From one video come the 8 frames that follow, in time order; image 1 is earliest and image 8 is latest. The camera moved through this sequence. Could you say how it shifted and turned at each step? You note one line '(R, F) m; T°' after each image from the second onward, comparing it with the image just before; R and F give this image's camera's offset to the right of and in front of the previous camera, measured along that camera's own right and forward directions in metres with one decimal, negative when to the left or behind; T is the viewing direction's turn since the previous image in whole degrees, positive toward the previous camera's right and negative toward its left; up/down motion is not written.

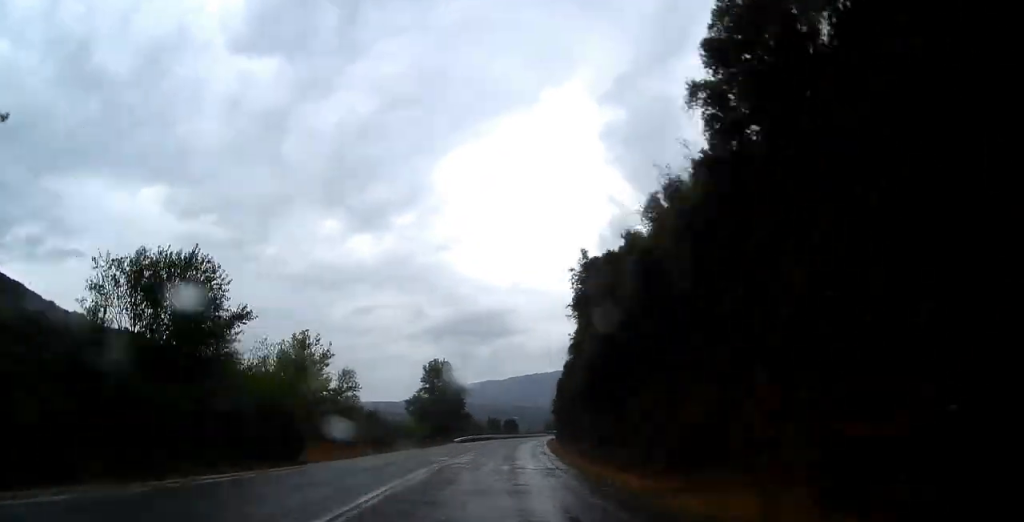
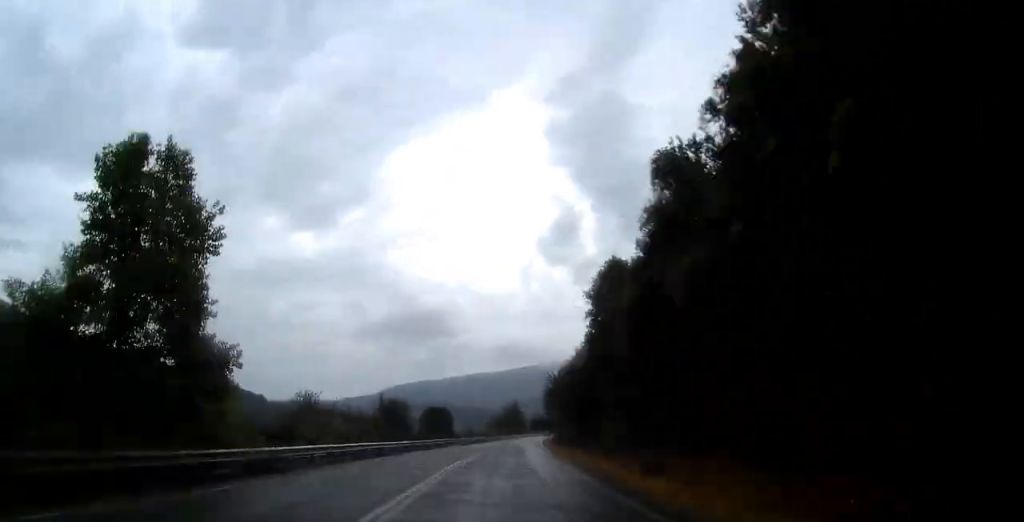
(+2.1, +75.1) m; +6°
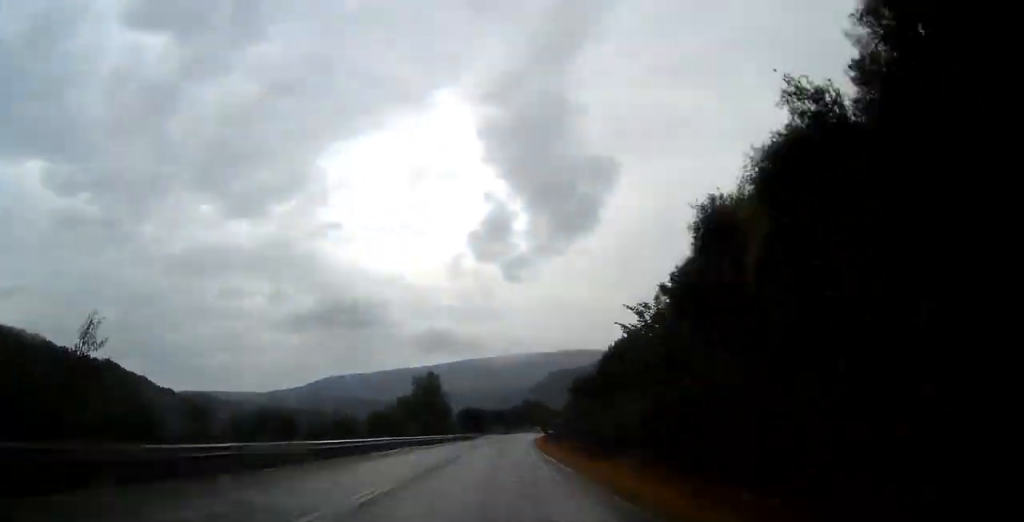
(+6.8, +92.5) m; +5°
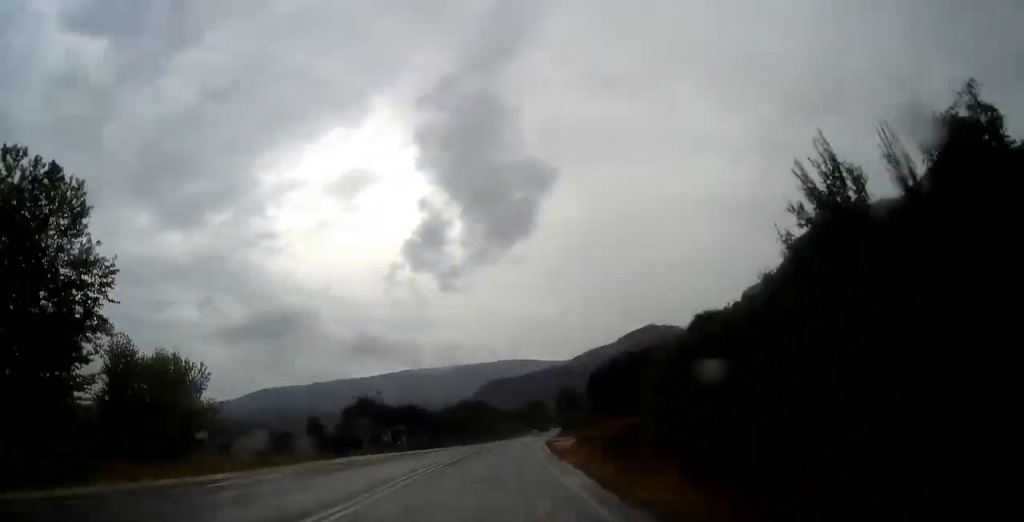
(+4.1, +81.5) m; +5°
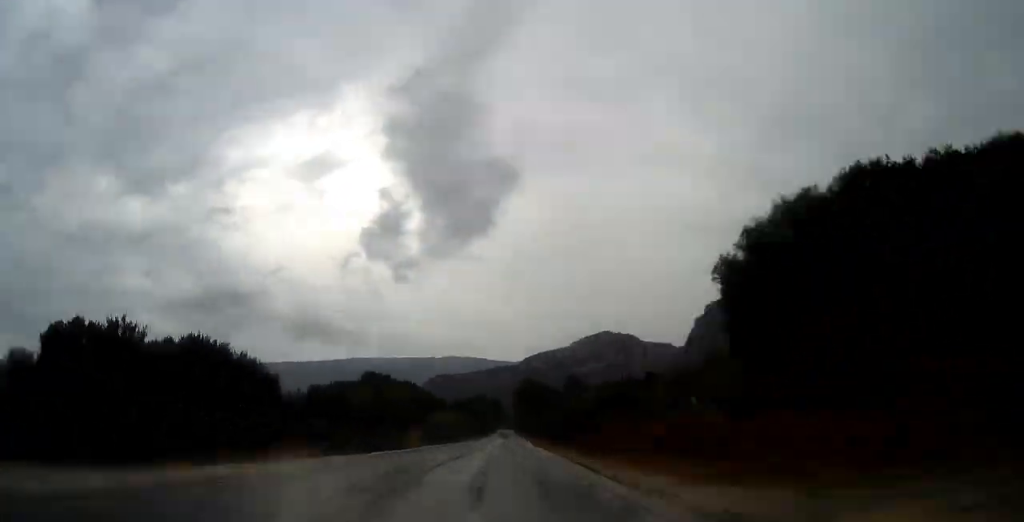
(+1.7, +56.2) m; +3°
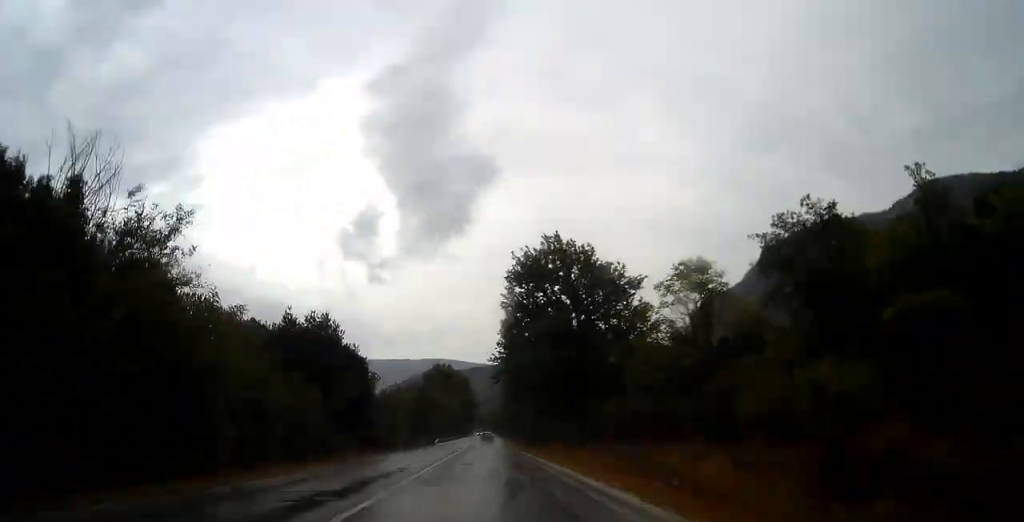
(+4.3, +155.9) m; +2°
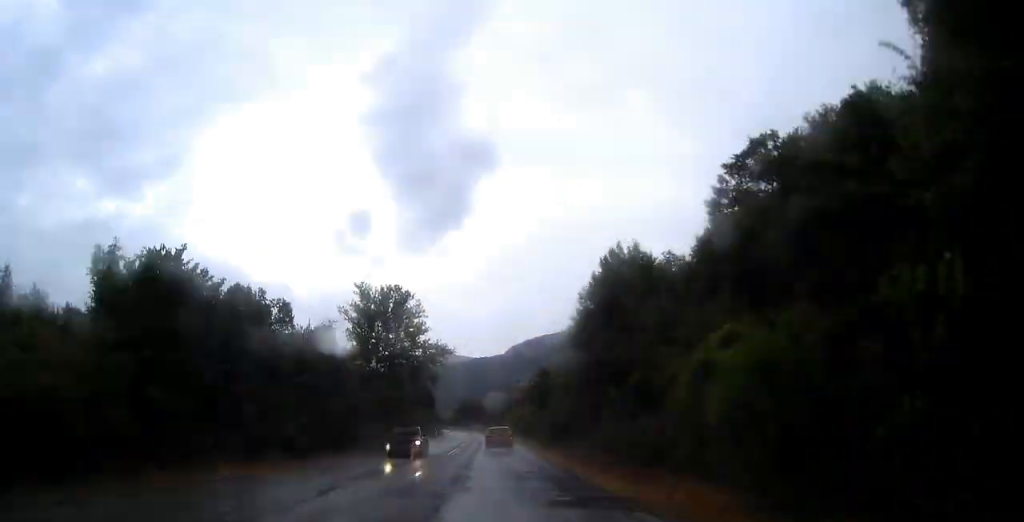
(-0.6, +232.2) m; -2°
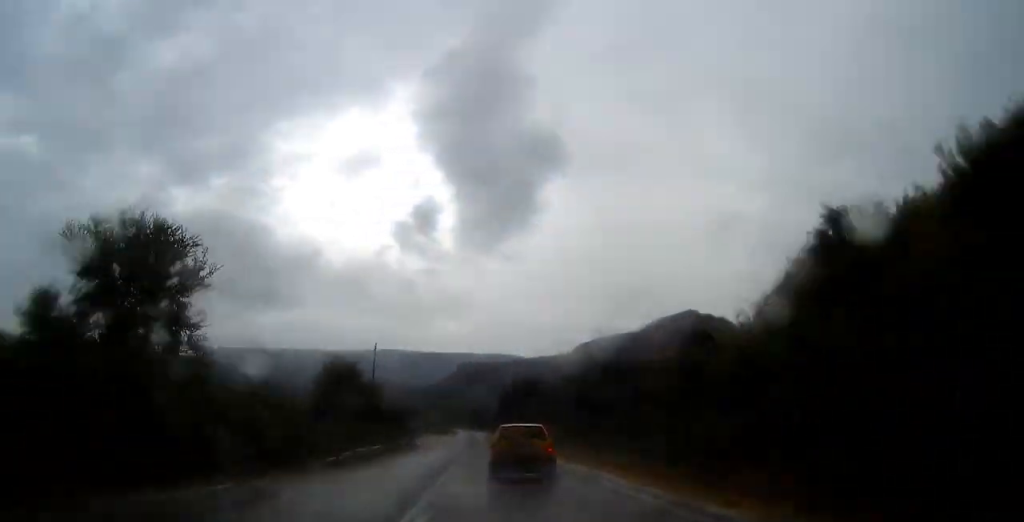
(-6.9, +178.5) m; -5°
